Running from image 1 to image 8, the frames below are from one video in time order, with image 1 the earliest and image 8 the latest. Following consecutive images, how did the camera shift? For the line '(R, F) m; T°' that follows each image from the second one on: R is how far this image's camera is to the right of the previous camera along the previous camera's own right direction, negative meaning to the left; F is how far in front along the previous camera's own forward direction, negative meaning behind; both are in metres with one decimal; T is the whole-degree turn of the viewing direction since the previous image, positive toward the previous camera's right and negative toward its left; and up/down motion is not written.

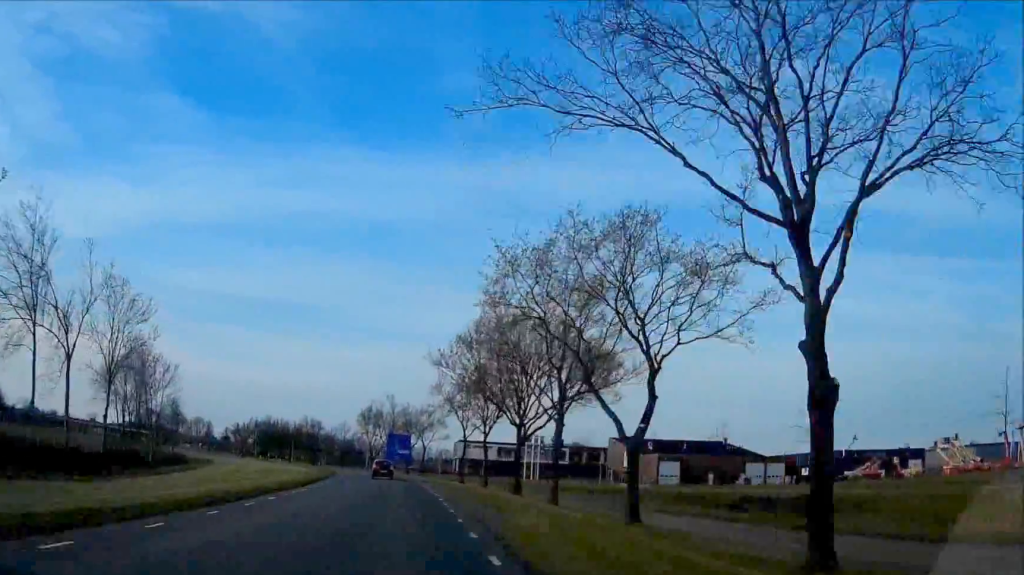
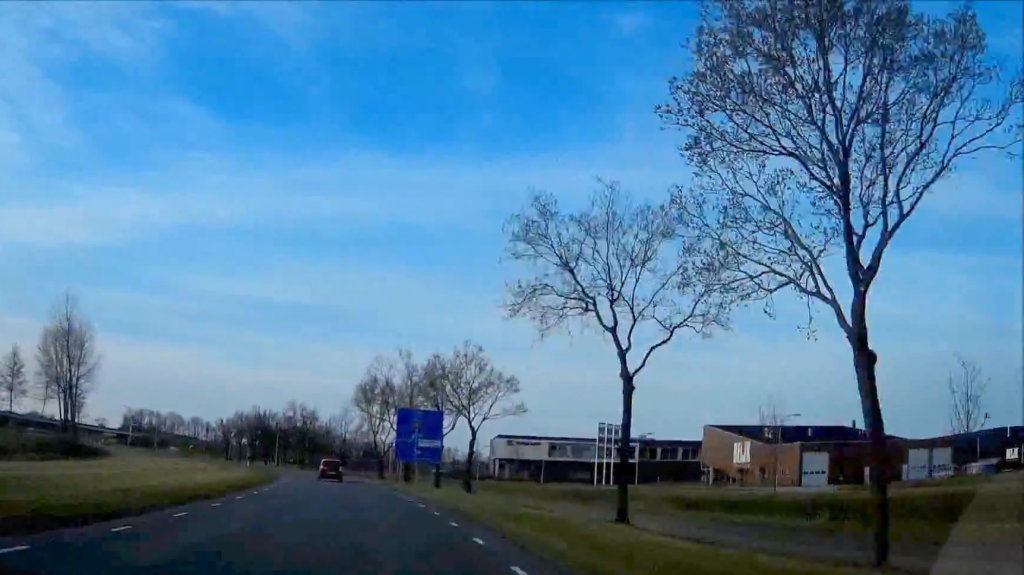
(-0.8, +49.4) m; -3°
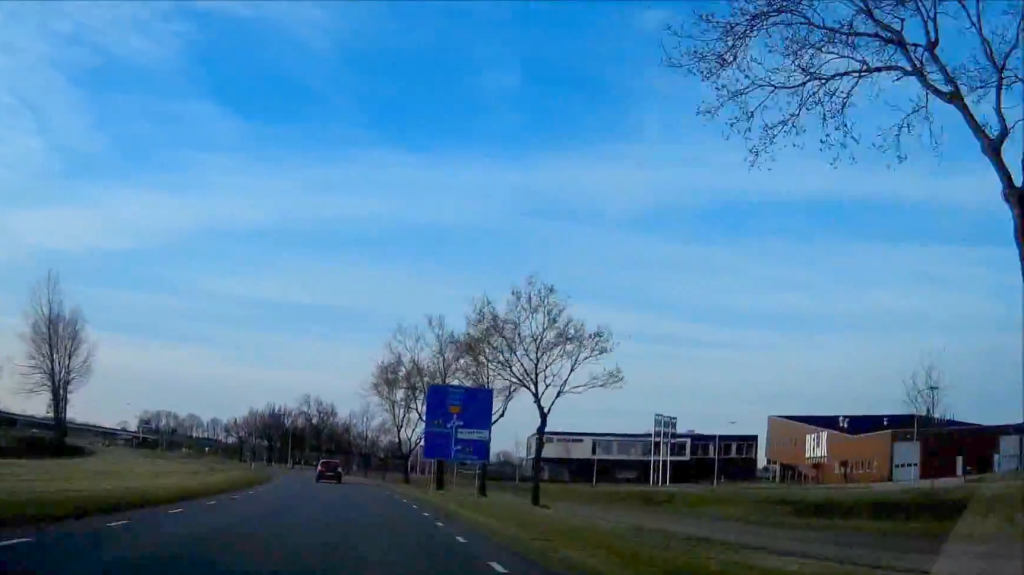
(-0.4, +15.4) m; -2°
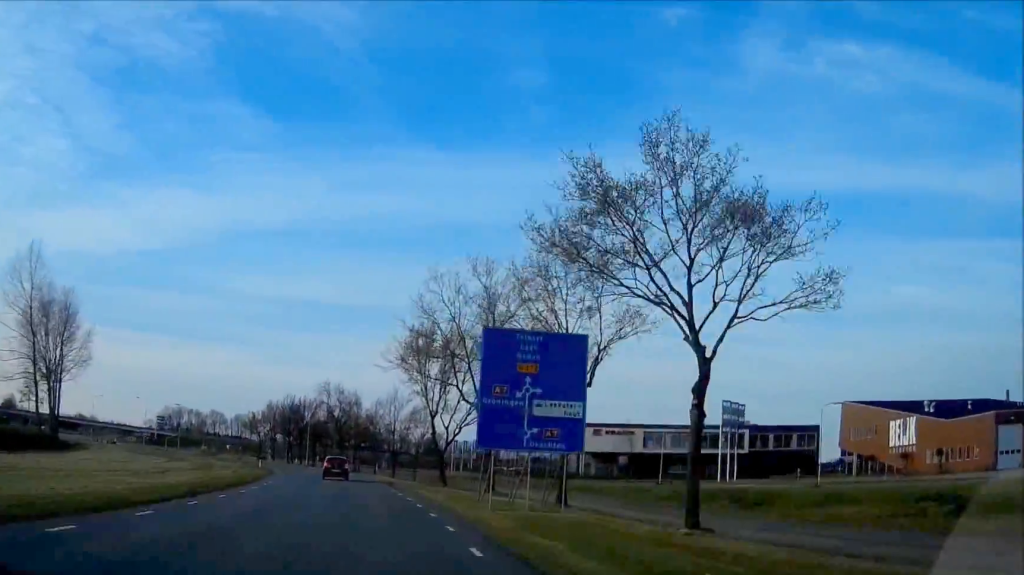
(+0.1, +14.2) m; -2°
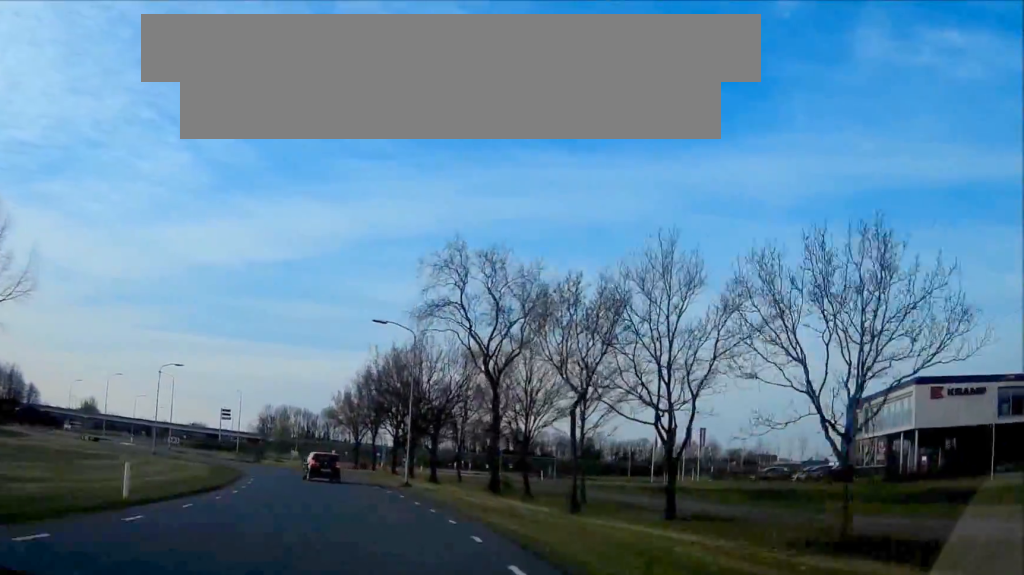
(-5.0, +64.1) m; -10°
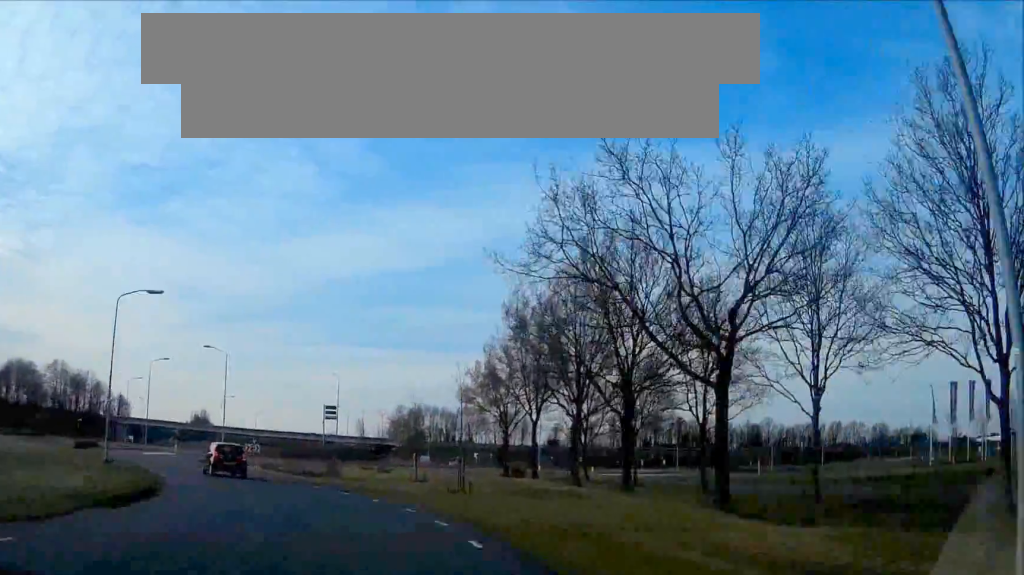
(-3.1, +35.6) m; -12°
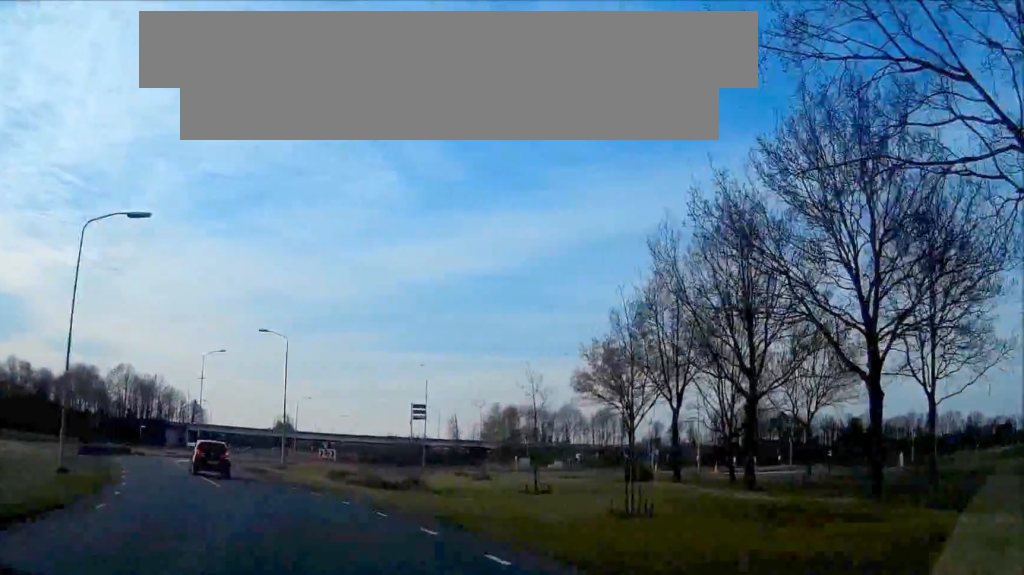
(-1.2, +12.8) m; -7°
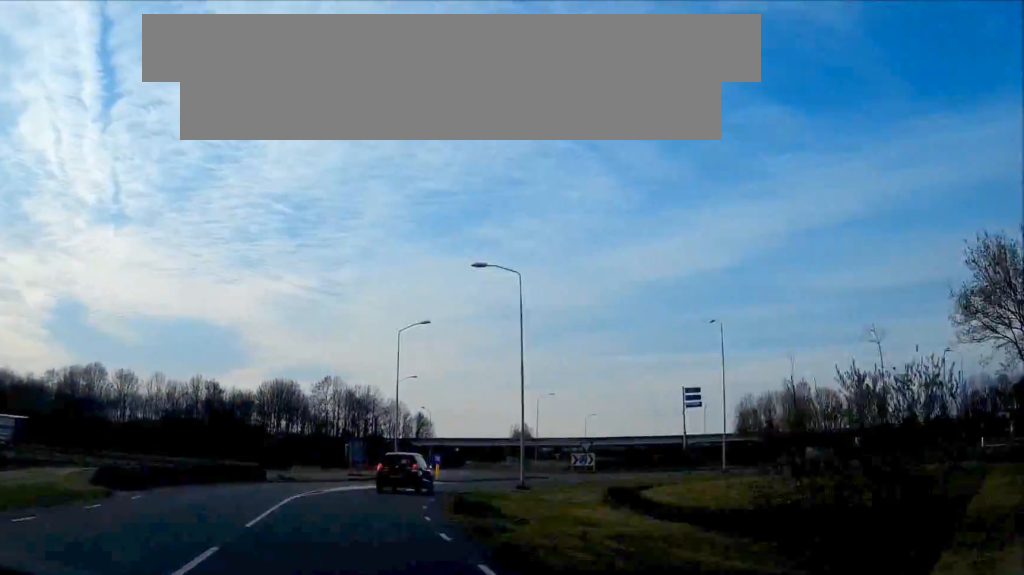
(-2.7, +22.3) m; -6°
